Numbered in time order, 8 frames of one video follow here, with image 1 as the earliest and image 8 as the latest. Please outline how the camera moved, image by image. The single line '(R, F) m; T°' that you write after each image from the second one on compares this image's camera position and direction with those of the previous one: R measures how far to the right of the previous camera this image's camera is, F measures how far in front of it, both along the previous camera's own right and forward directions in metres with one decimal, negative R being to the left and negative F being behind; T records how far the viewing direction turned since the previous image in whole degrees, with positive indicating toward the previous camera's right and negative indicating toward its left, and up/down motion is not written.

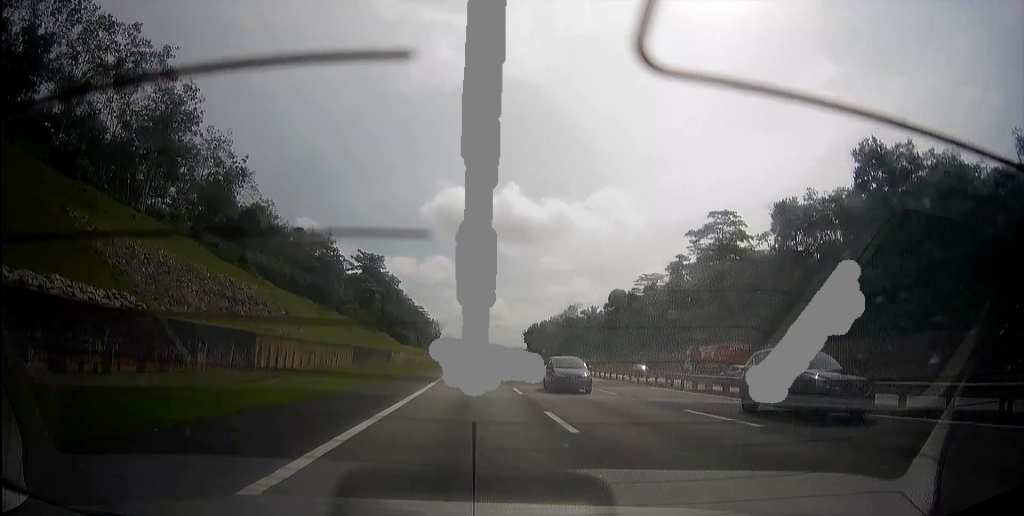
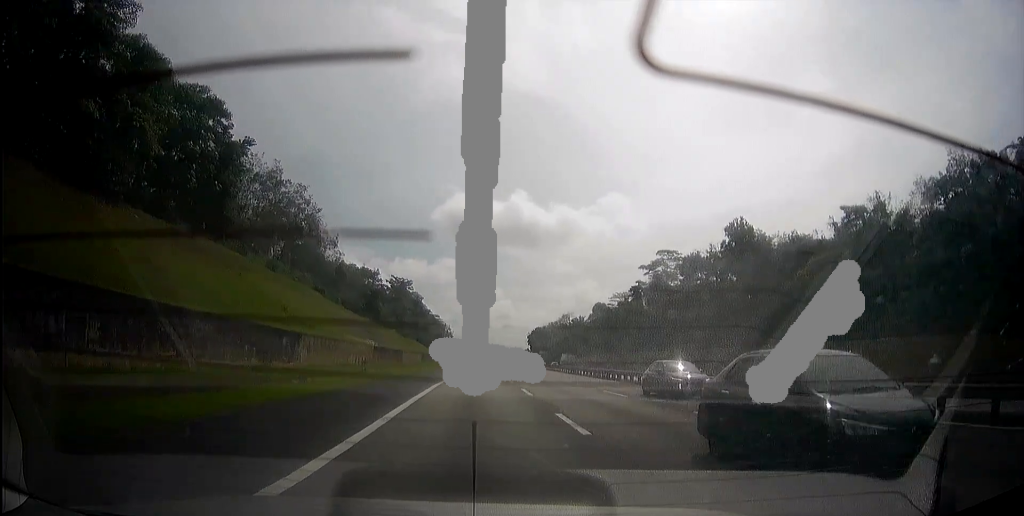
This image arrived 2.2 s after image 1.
(0.0, +46.6) m; 0°
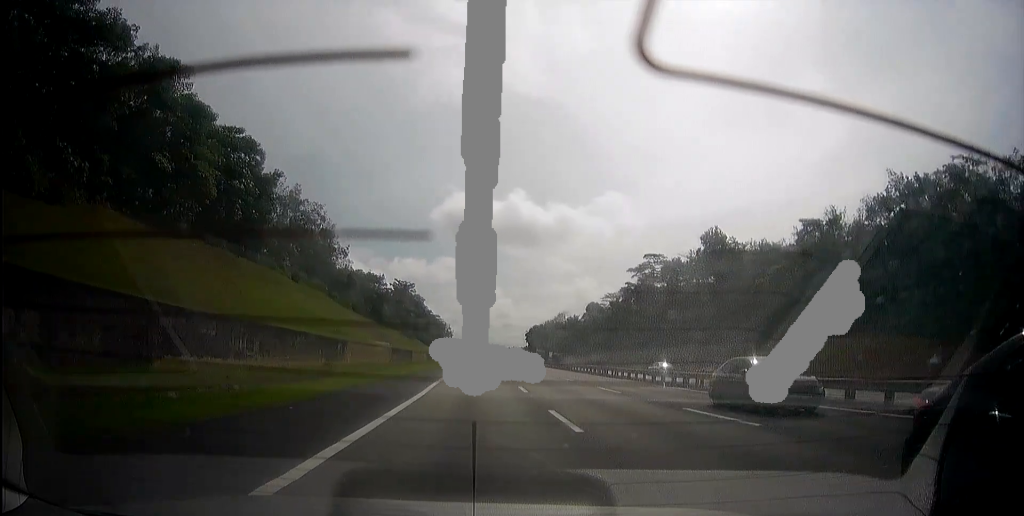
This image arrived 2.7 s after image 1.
(0.0, +12.1) m; 0°
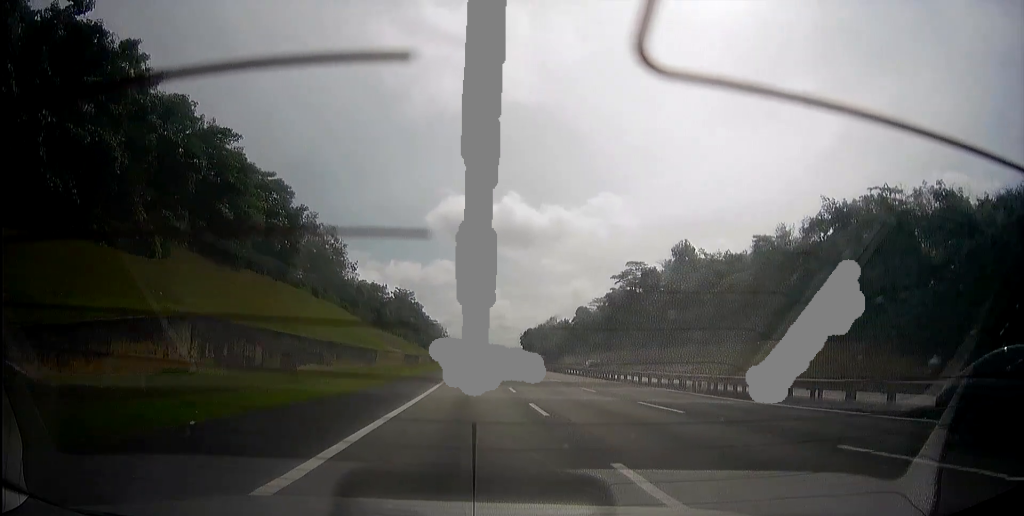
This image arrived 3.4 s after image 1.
(0.0, +15.7) m; 0°
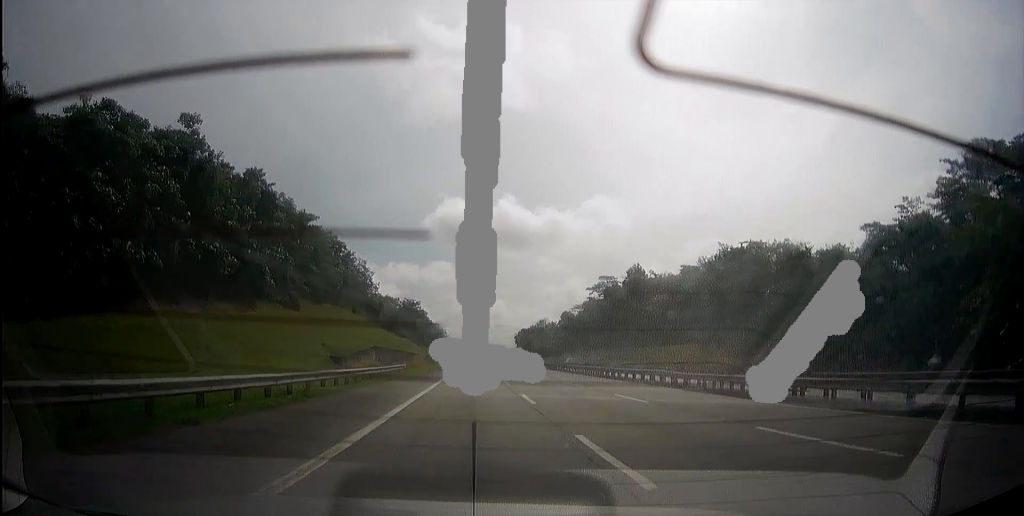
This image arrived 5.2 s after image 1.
(-0.2, +38.4) m; 0°
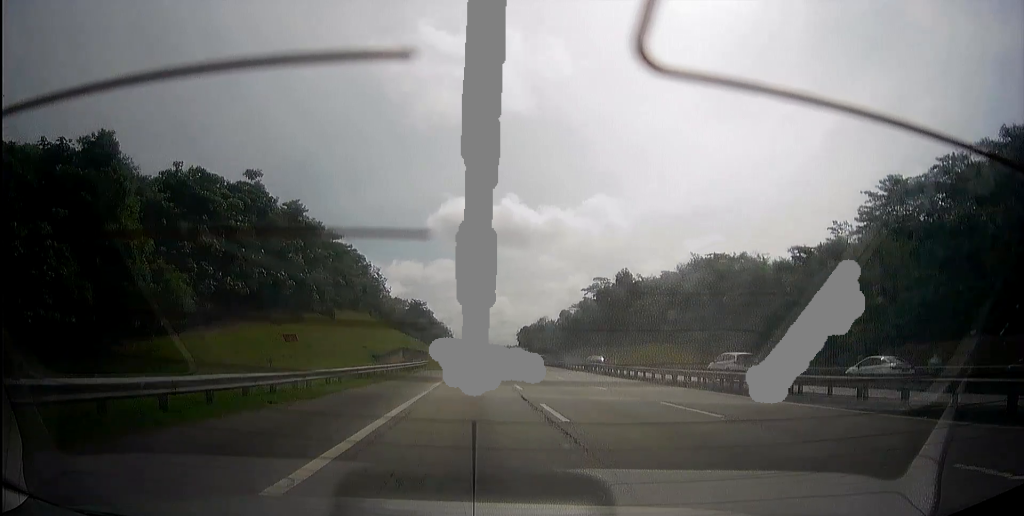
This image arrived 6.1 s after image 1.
(0.0, +19.4) m; 0°
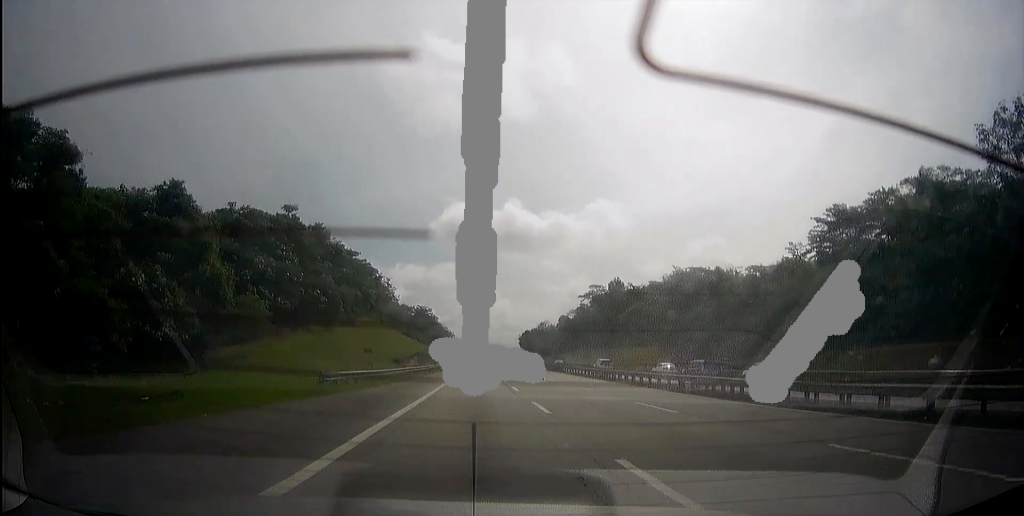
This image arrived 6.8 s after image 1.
(0.0, +16.0) m; 0°
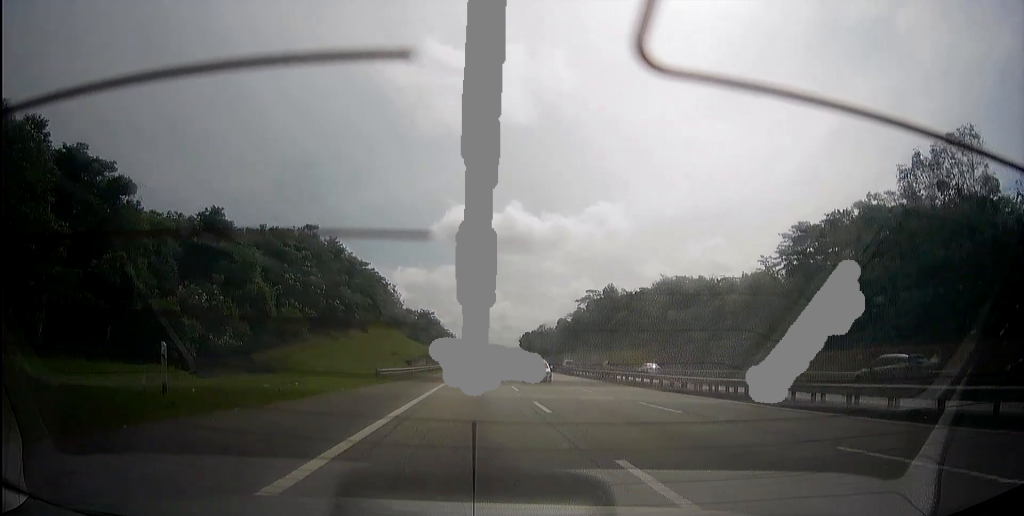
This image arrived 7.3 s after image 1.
(0.0, +11.7) m; 0°
